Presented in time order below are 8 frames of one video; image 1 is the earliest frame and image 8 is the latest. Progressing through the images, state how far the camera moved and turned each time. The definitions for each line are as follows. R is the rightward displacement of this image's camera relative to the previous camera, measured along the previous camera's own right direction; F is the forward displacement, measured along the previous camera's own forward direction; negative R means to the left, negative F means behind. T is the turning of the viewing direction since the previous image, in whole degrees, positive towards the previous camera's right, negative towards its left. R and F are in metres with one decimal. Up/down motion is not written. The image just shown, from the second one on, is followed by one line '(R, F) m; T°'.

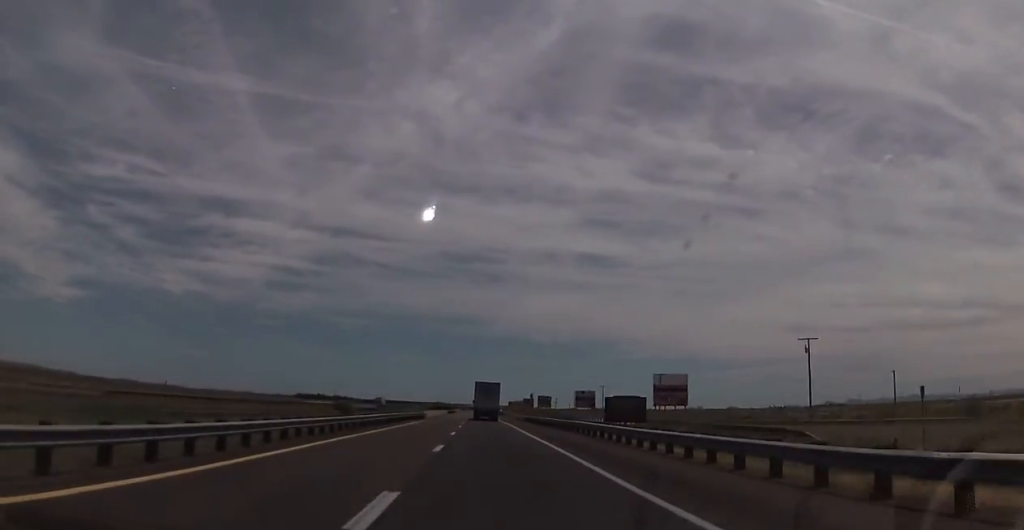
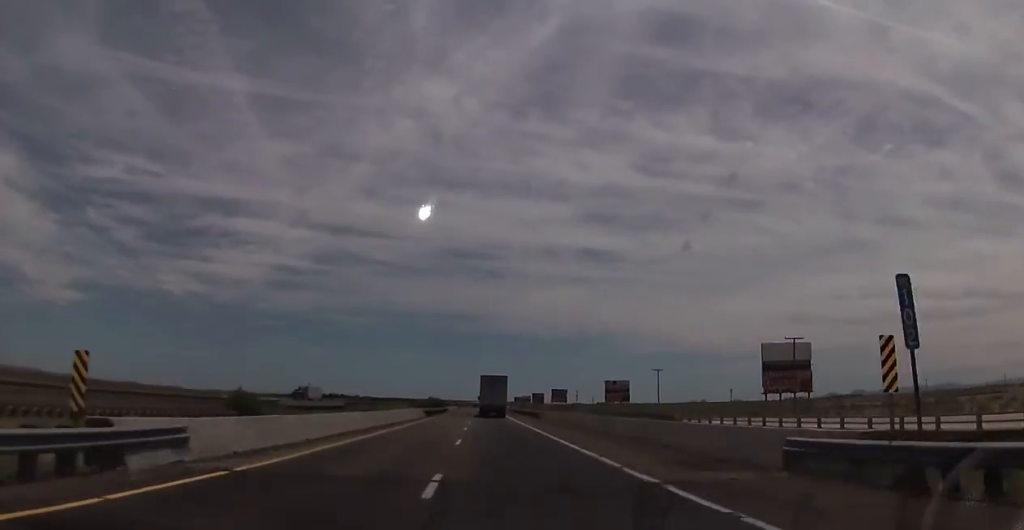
(0.0, +70.0) m; 0°
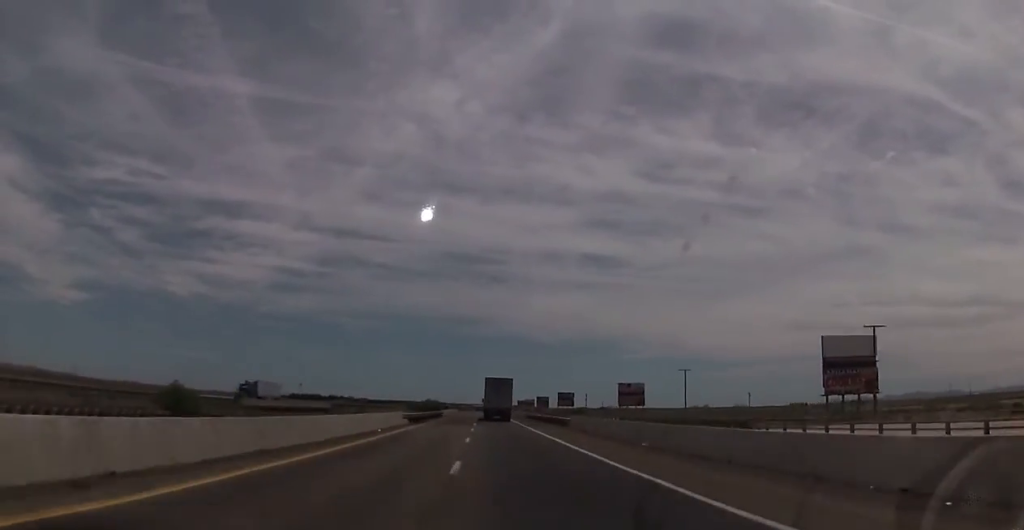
(0.0, +20.7) m; -1°
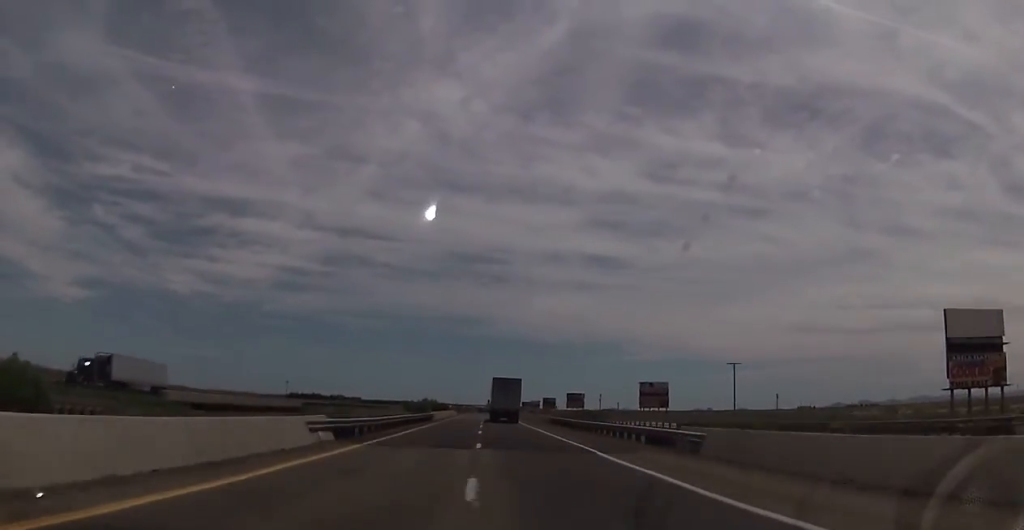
(-0.2, +28.0) m; 0°
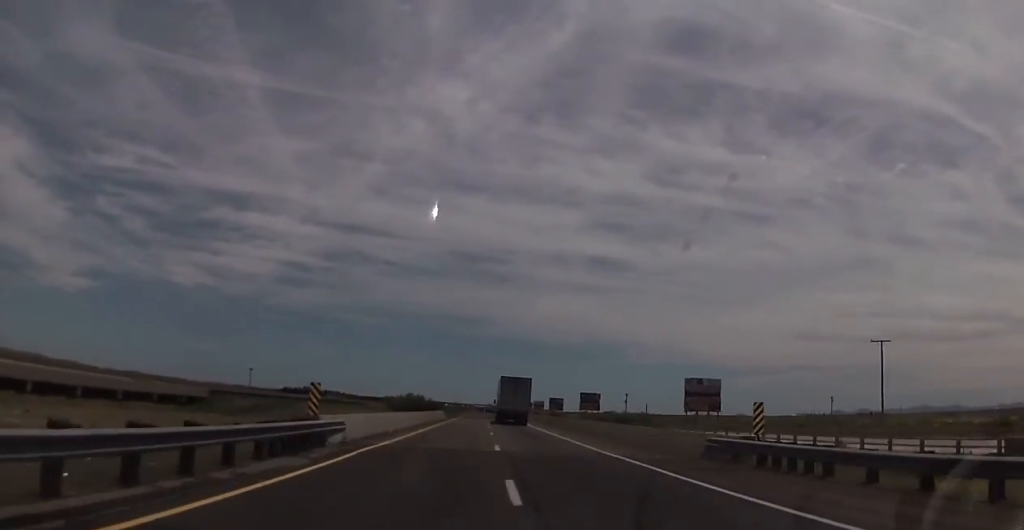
(+0.1, +48.7) m; +1°
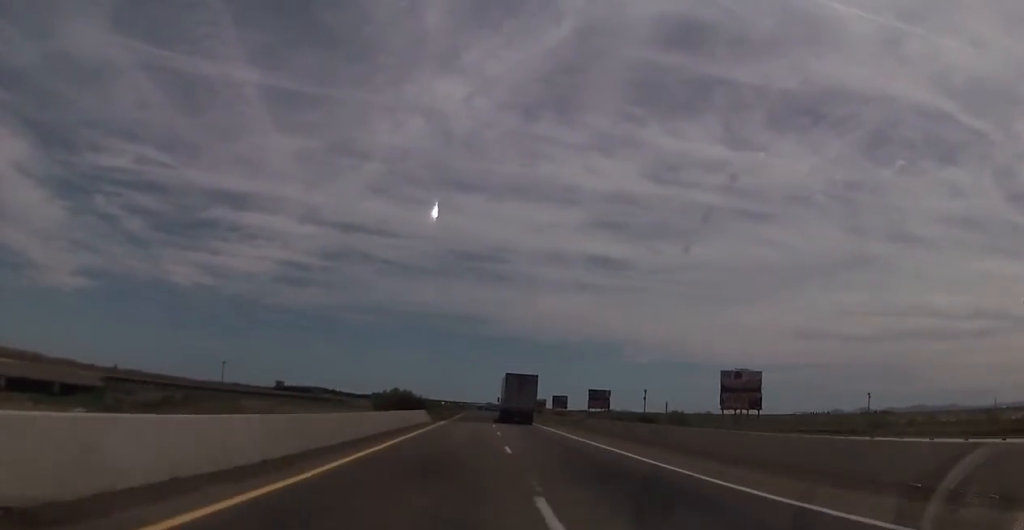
(+0.1, +26.9) m; 0°
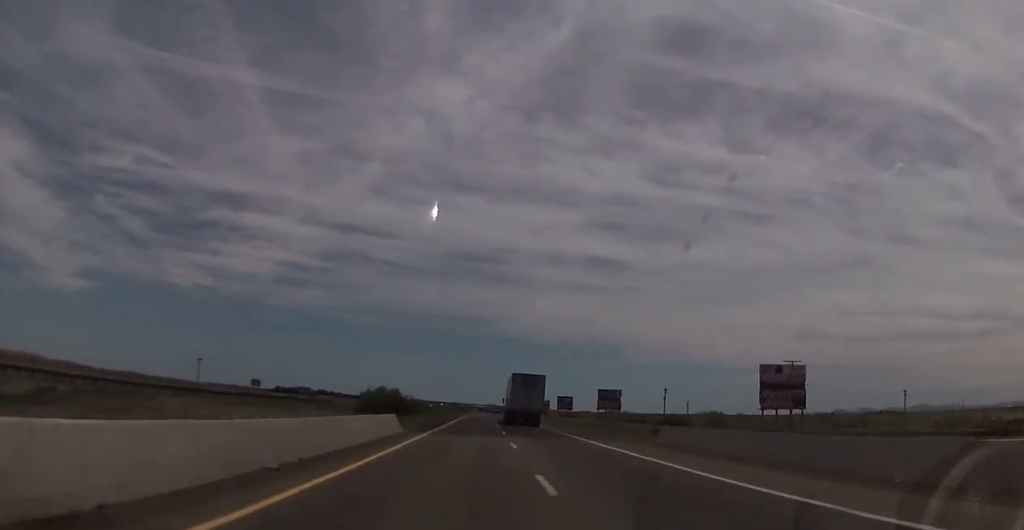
(+0.1, +20.7) m; 0°
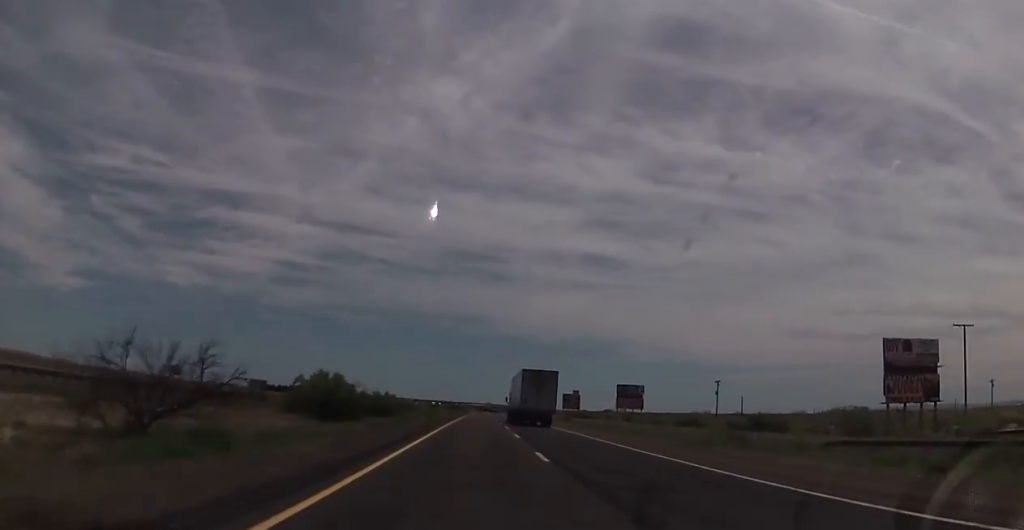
(-0.4, +42.7) m; 0°
